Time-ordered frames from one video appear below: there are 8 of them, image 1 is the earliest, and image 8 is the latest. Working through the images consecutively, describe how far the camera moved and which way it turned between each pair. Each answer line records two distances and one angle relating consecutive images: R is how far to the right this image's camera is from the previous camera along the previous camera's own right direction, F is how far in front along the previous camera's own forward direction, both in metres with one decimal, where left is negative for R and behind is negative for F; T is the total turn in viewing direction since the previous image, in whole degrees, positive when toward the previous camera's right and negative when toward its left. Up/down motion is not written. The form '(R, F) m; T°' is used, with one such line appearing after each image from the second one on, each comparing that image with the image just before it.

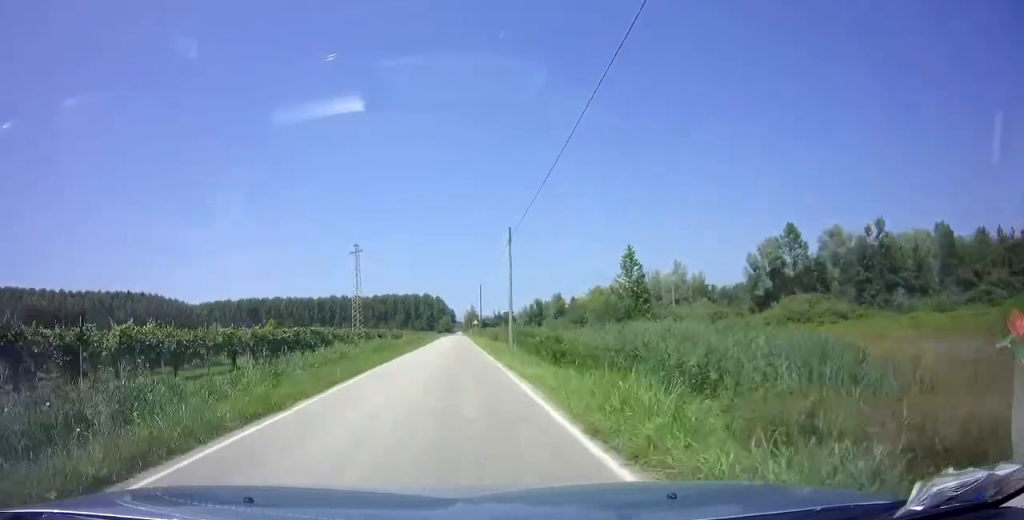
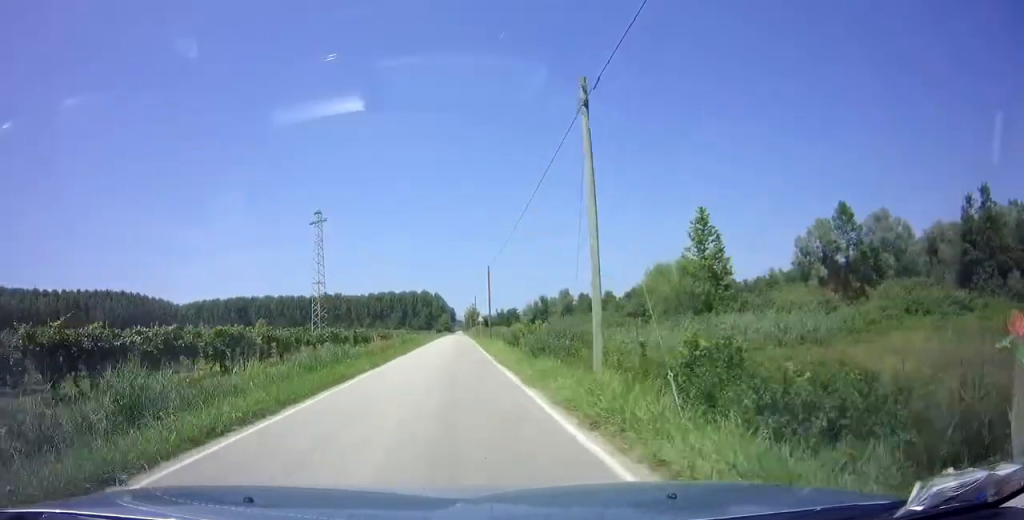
(-0.1, +17.4) m; 0°
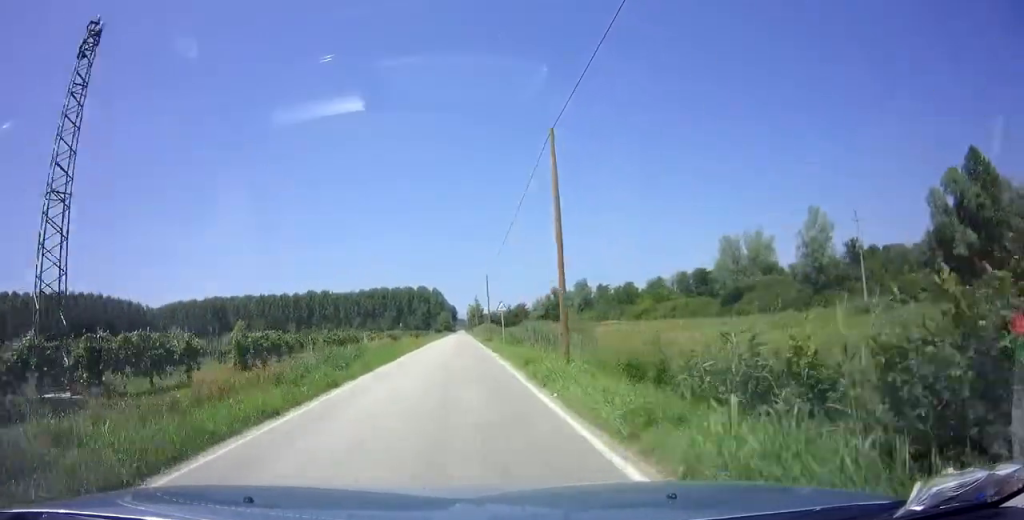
(0.0, +30.6) m; 0°
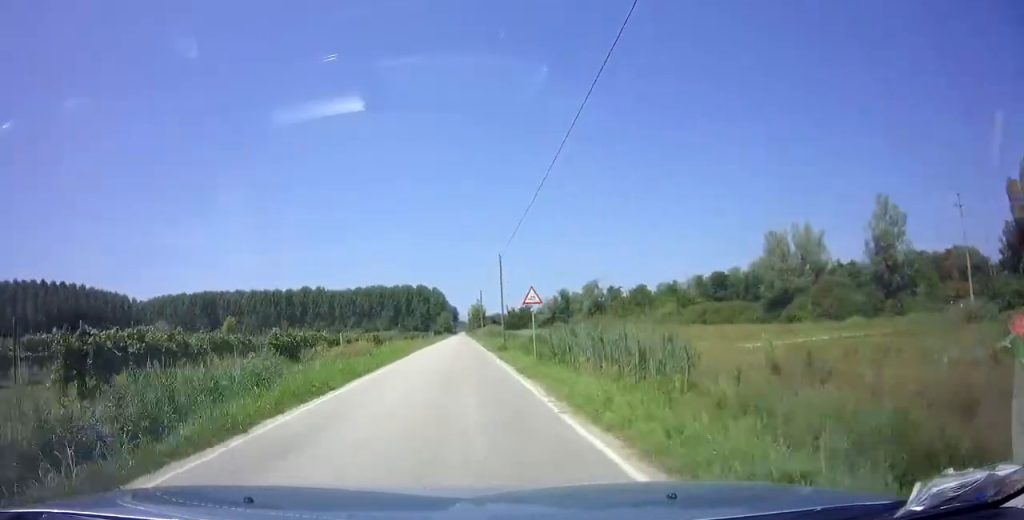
(0.0, +13.1) m; 0°
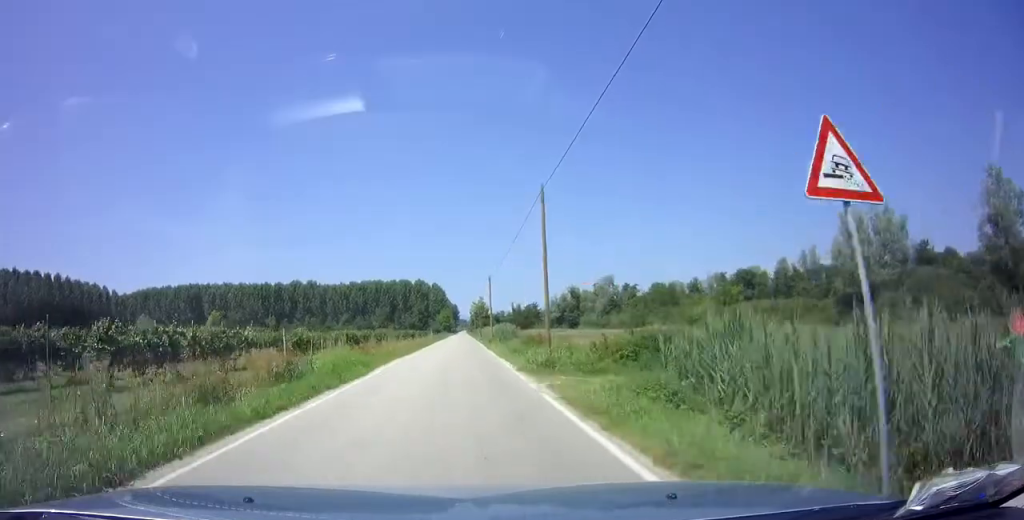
(0.0, +17.3) m; 0°
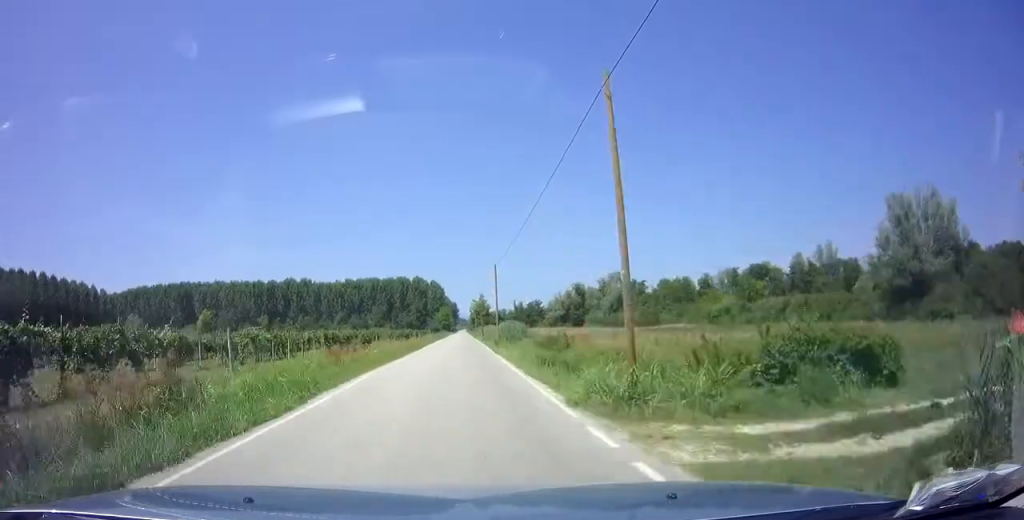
(0.0, +8.3) m; 0°
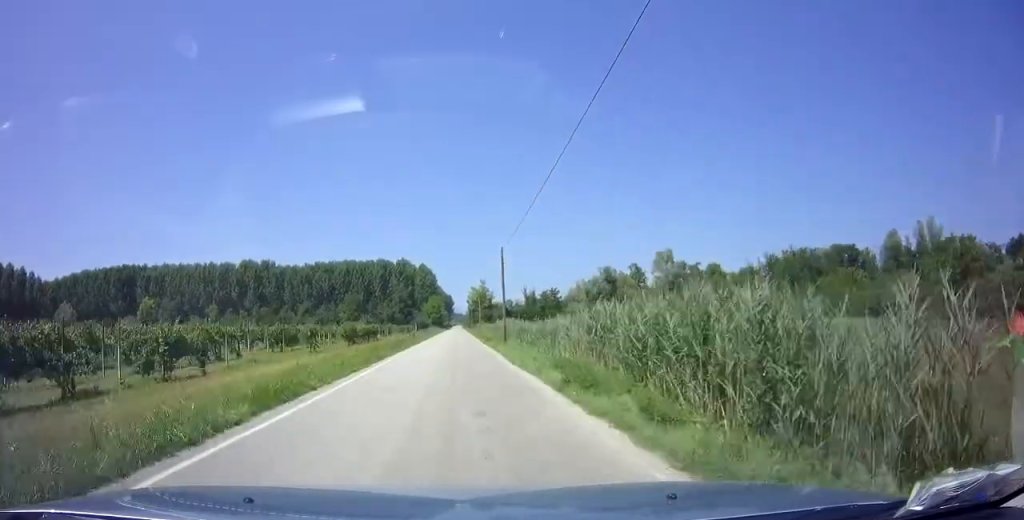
(0.0, +41.5) m; 0°
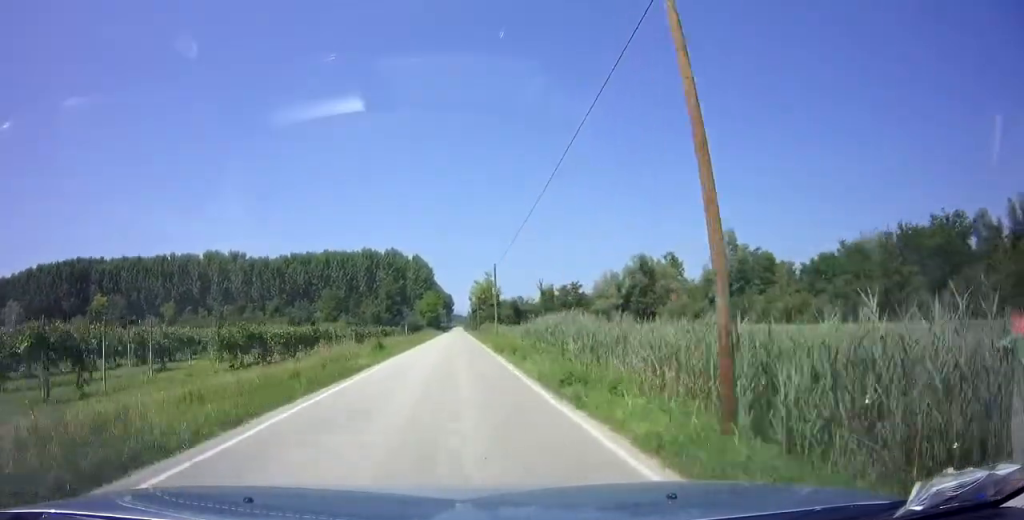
(+0.1, +28.4) m; 0°
